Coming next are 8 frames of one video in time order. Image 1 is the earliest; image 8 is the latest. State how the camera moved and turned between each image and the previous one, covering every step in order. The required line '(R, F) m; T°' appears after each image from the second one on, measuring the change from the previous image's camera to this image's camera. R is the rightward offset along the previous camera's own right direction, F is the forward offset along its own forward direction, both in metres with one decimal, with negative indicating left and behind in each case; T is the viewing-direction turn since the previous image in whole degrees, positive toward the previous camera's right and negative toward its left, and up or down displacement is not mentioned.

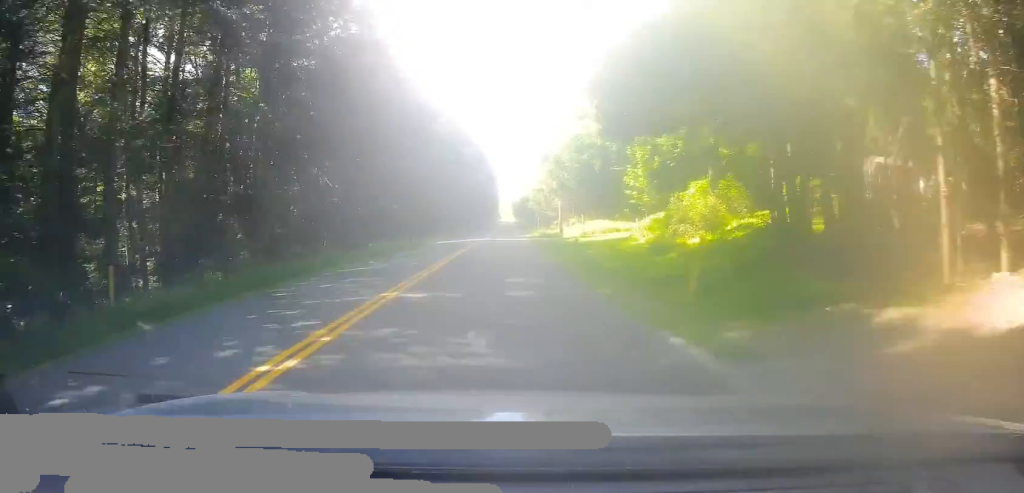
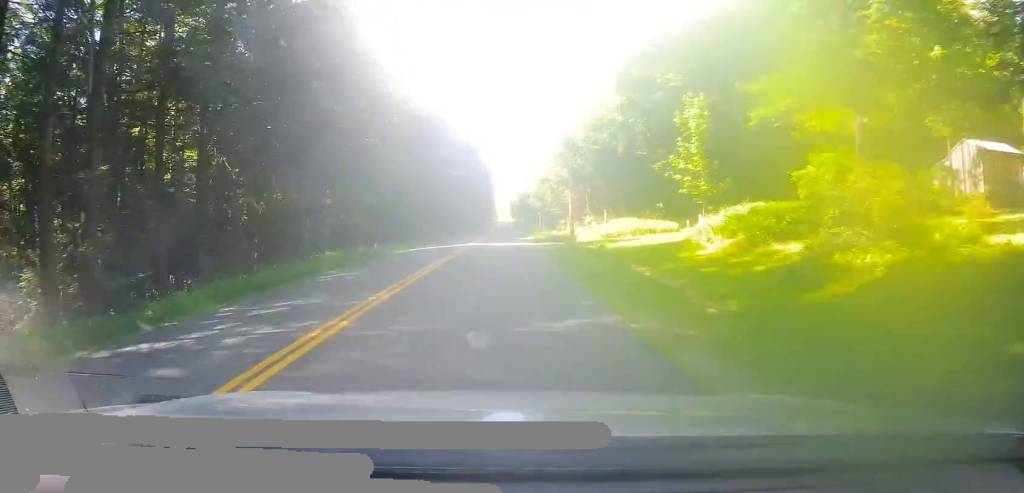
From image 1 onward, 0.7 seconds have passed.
(0.0, +13.6) m; 0°
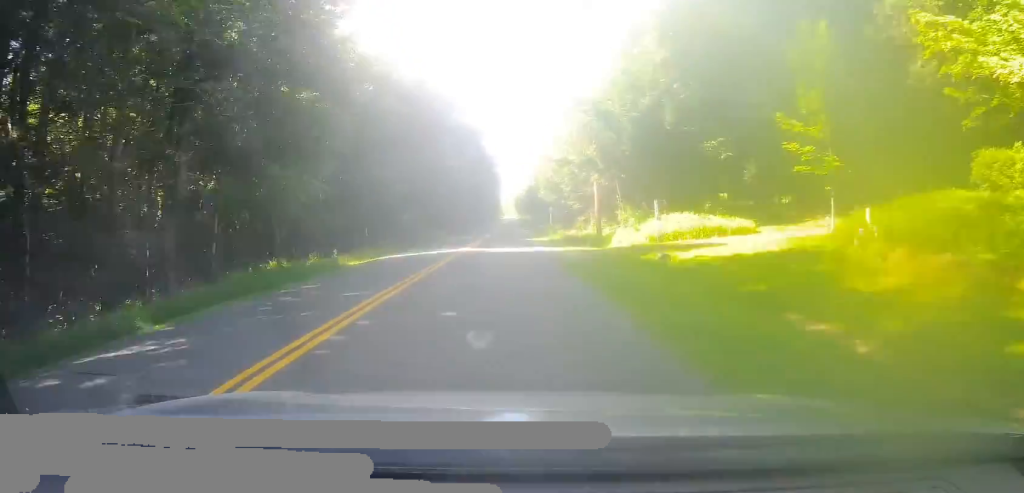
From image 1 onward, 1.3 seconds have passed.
(0.0, +11.2) m; 0°
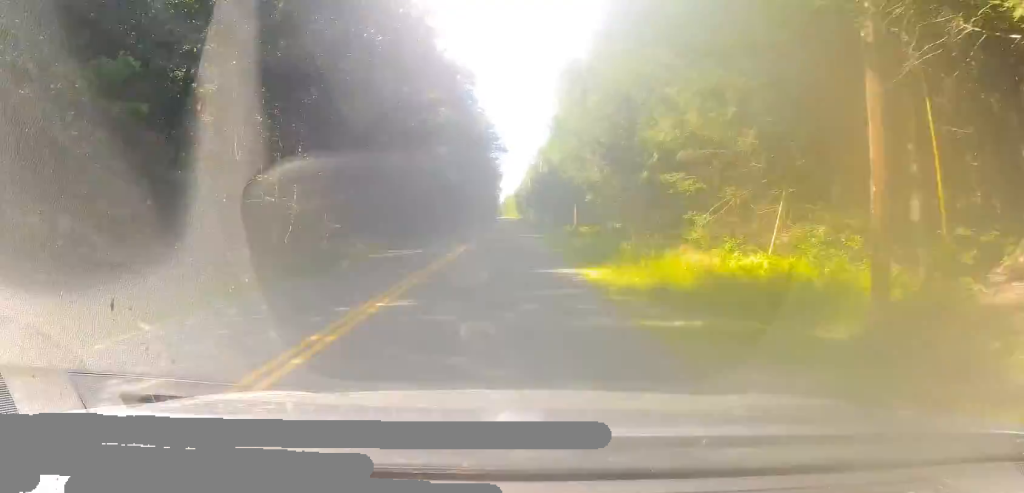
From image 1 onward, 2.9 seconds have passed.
(-0.4, +29.4) m; -1°
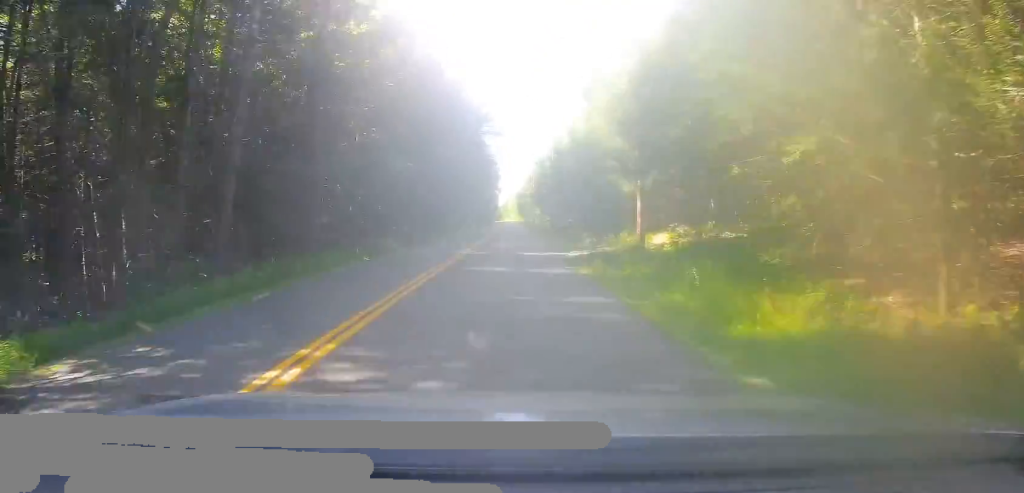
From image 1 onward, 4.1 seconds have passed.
(0.0, +22.5) m; 0°
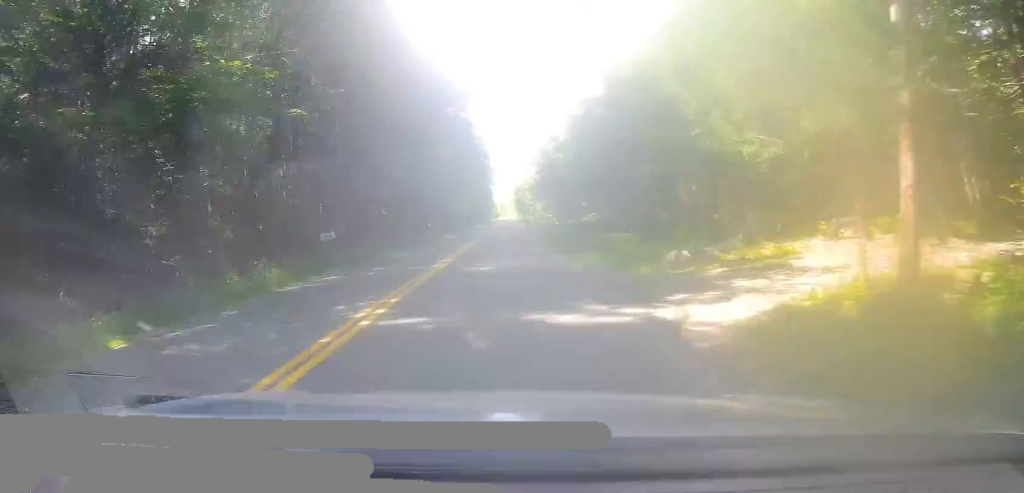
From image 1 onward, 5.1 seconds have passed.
(0.0, +18.1) m; -1°
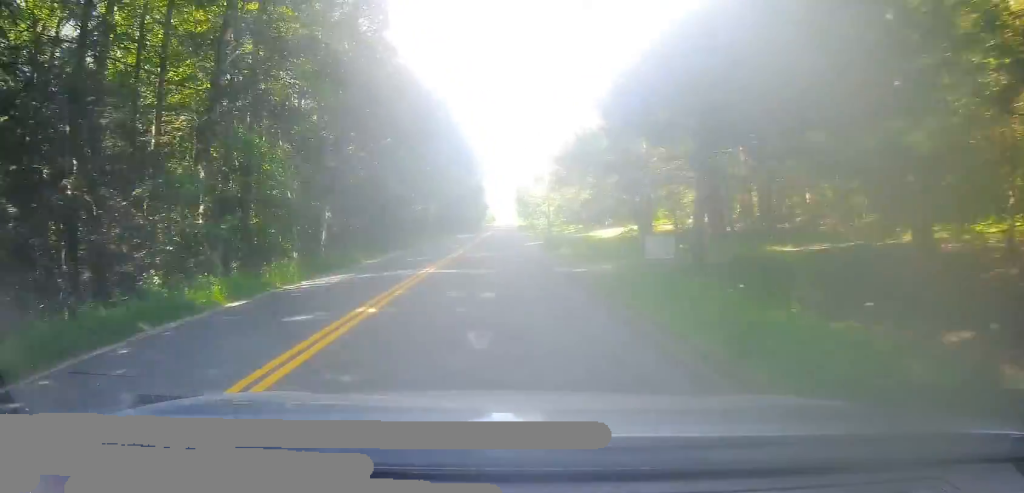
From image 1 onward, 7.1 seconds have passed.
(-0.3, +37.1) m; 0°
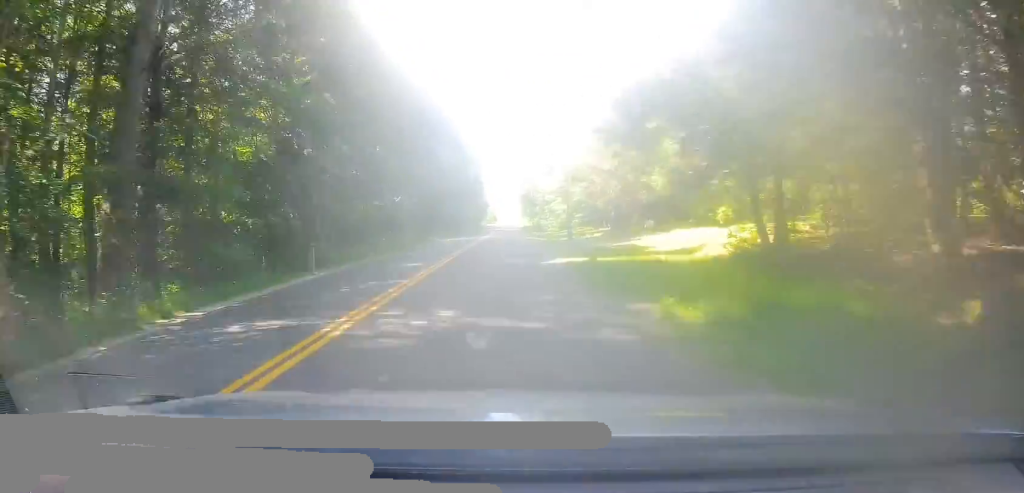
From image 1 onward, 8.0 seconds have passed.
(0.0, +16.7) m; 0°
